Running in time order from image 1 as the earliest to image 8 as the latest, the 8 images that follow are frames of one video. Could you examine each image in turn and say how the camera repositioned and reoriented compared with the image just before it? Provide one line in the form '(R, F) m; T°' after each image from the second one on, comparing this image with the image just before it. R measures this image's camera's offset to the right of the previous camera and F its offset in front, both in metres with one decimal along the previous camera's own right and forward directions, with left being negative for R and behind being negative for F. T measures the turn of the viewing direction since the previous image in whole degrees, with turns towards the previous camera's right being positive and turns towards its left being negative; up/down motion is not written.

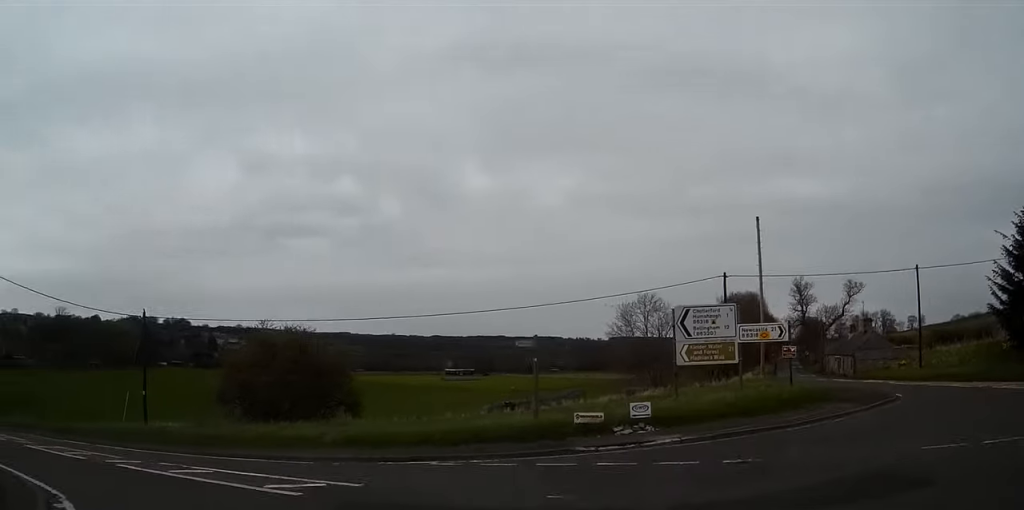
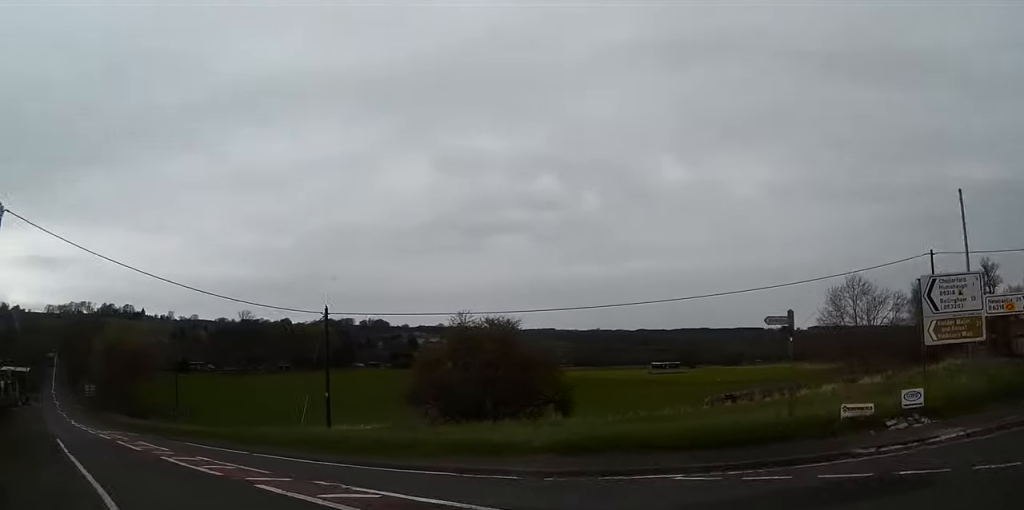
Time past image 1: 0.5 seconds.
(-1.1, +3.0) m; -11°
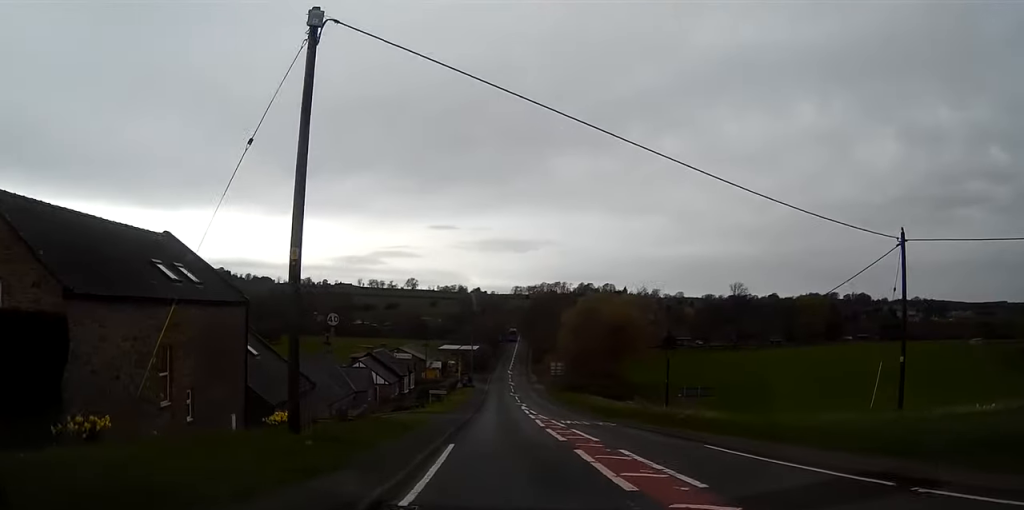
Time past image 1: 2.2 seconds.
(-3.3, +12.8) m; -24°
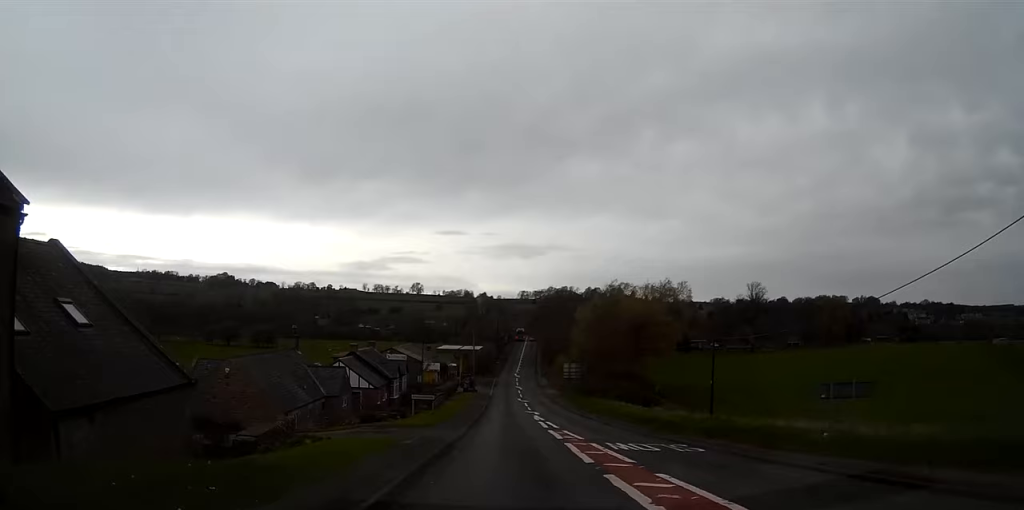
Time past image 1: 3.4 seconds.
(-1.3, +13.0) m; -5°
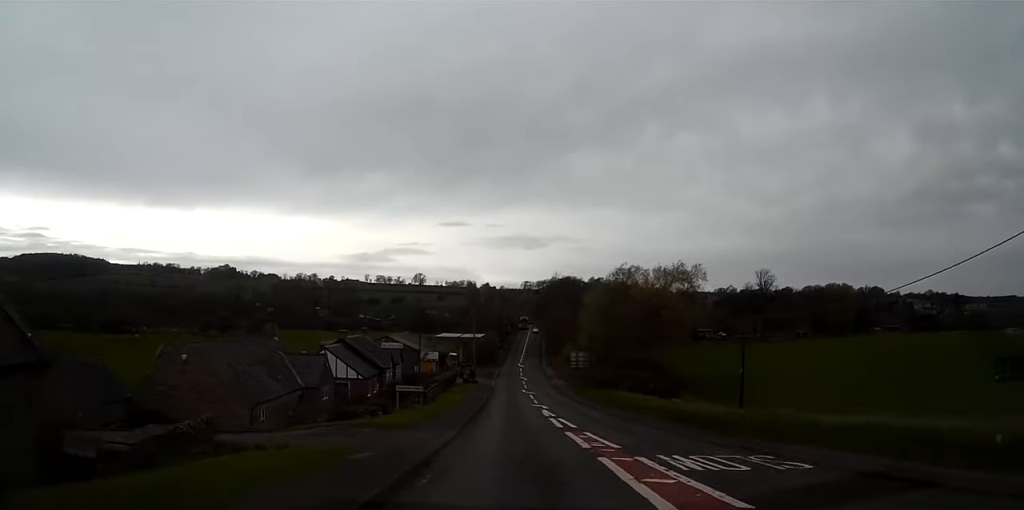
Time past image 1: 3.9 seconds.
(0.0, +6.6) m; 0°
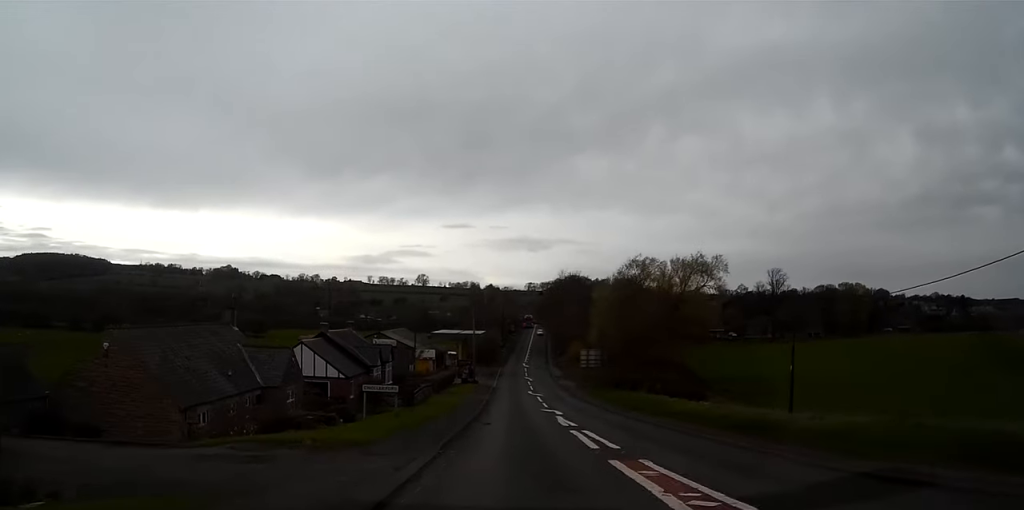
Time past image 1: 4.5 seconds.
(0.0, +8.9) m; 0°
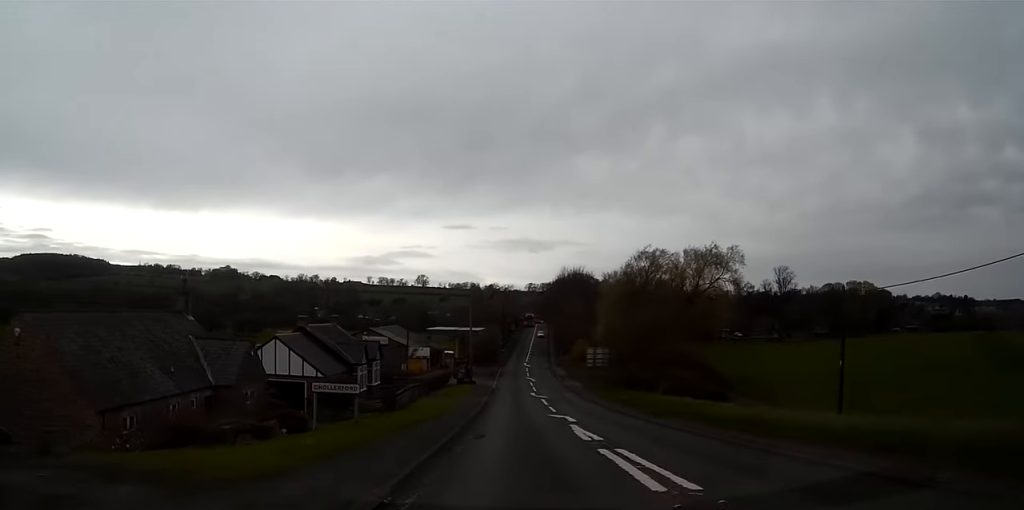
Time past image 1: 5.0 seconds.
(0.0, +6.7) m; 0°
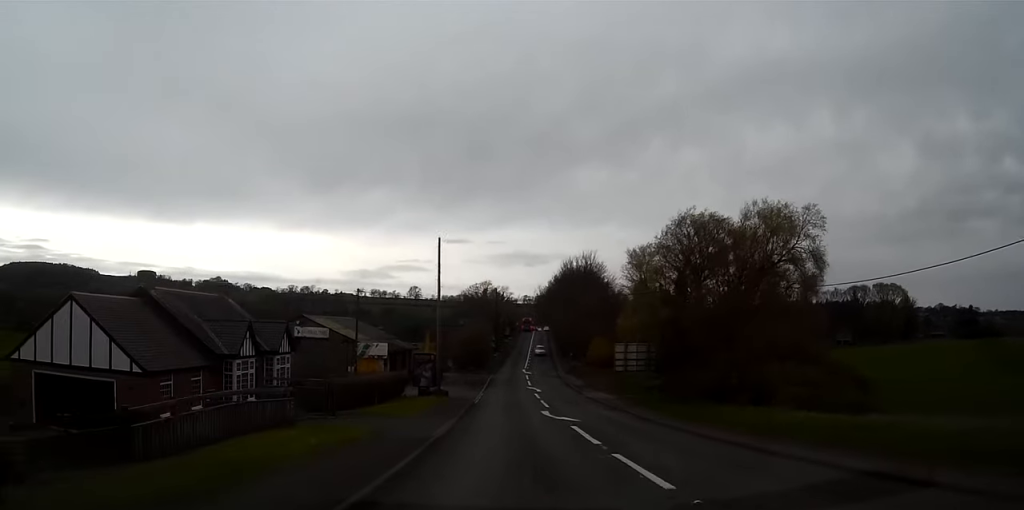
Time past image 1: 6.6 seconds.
(+0.1, +25.6) m; 0°
